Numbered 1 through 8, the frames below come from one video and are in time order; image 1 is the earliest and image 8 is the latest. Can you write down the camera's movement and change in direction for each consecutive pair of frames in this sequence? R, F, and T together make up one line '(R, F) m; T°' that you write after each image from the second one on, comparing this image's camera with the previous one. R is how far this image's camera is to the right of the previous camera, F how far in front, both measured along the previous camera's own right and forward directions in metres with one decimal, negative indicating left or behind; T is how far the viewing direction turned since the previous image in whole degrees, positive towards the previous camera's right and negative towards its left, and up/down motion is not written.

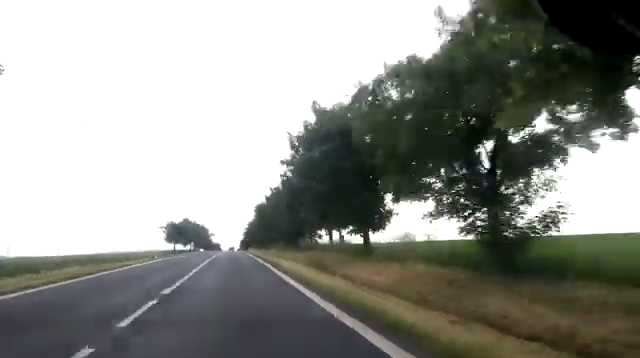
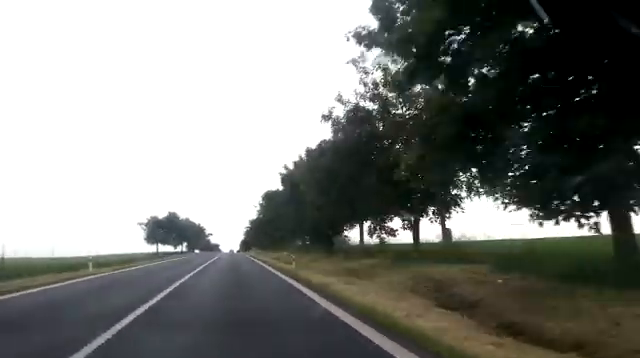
(-0.1, +18.0) m; 0°
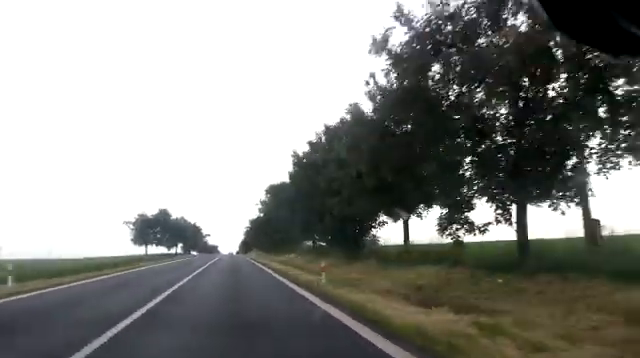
(0.0, +7.5) m; 0°
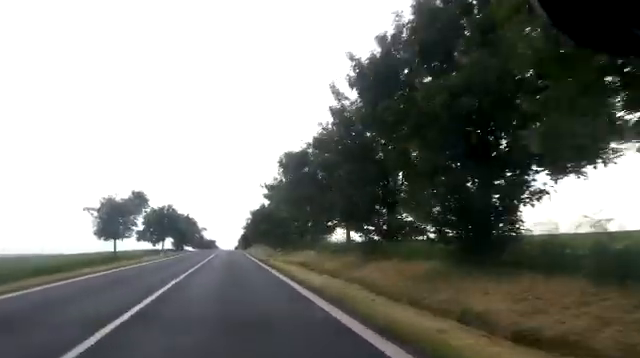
(+0.1, +14.4) m; 0°
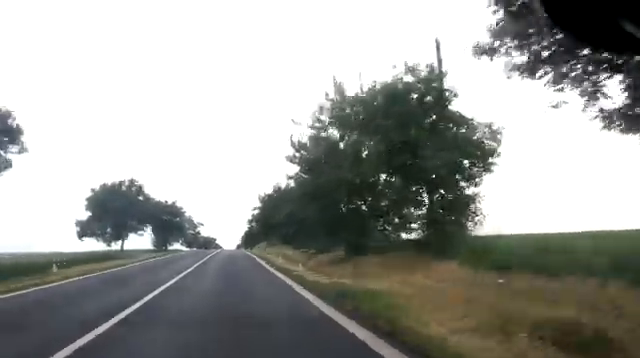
(0.0, +26.9) m; 0°
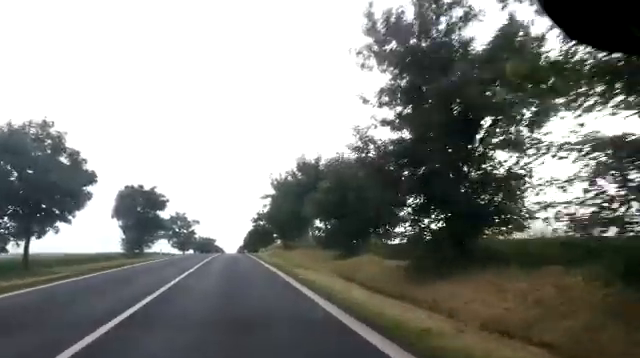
(0.0, +20.6) m; 0°
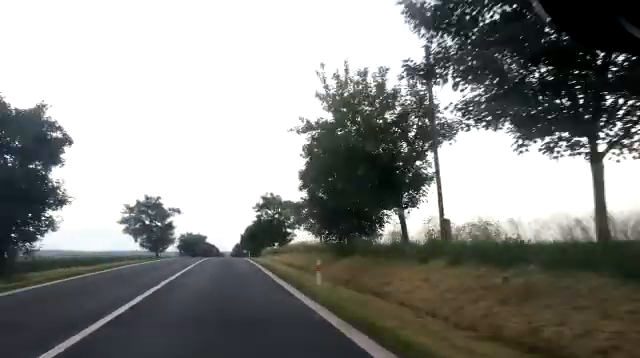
(-0.4, +30.3) m; 0°
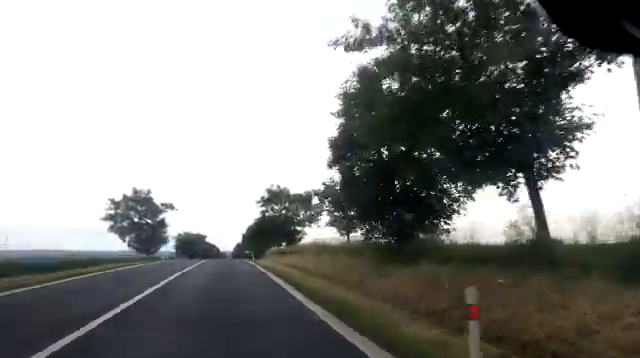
(+0.1, +8.8) m; 0°
